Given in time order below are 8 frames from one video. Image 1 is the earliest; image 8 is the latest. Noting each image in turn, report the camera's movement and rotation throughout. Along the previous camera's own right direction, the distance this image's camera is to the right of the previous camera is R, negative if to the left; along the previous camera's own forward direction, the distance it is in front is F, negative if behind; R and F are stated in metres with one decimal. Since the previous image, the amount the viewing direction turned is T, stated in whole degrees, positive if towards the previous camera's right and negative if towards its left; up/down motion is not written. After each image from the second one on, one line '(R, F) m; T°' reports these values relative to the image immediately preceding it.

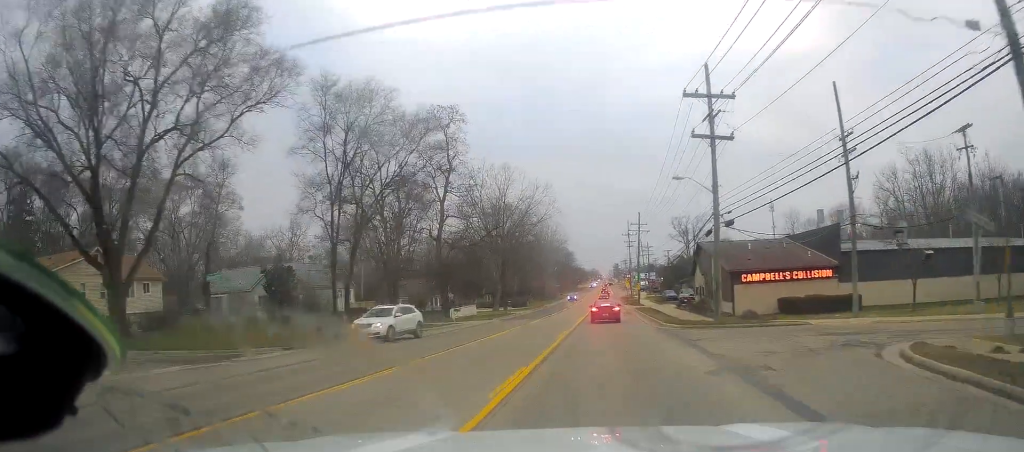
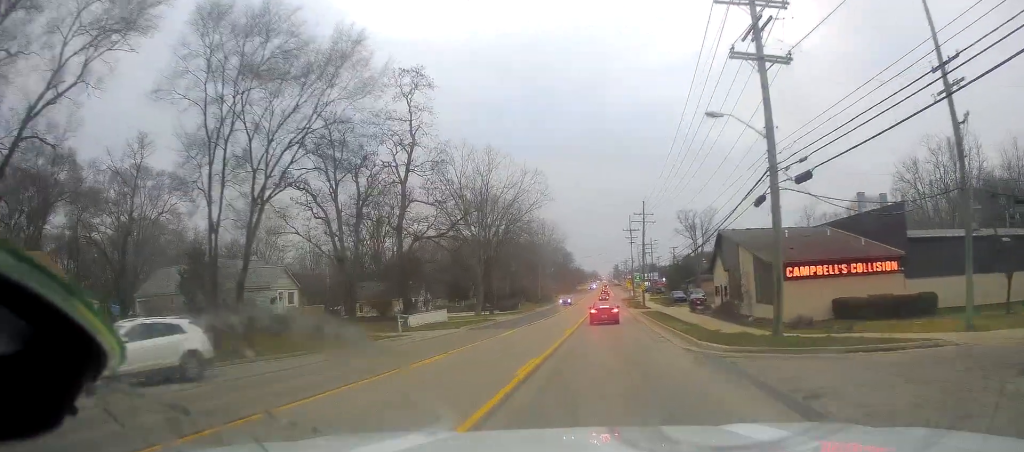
(+0.2, +11.6) m; +1°
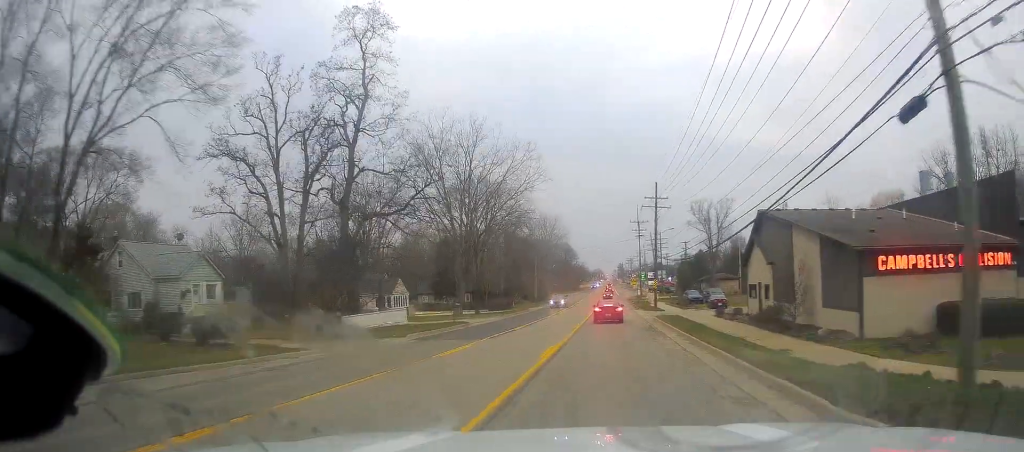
(+0.2, +11.5) m; +1°
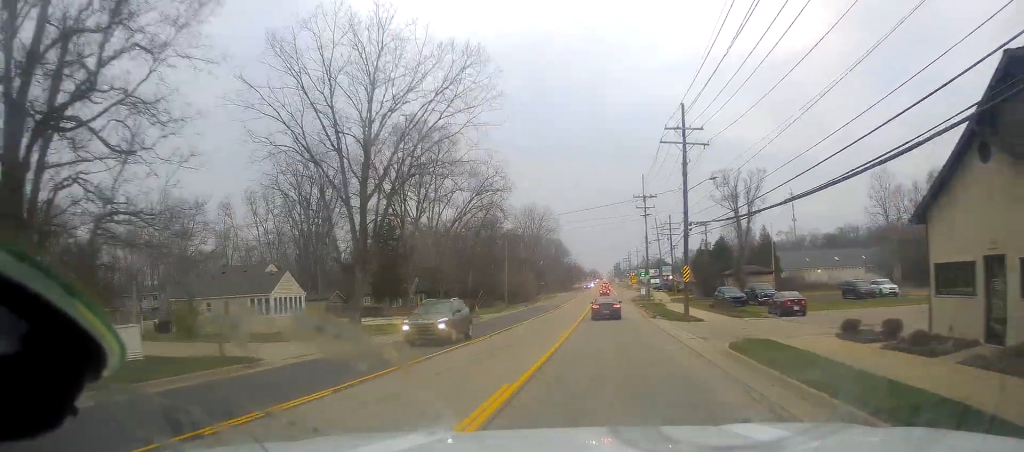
(-0.5, +25.1) m; -3°
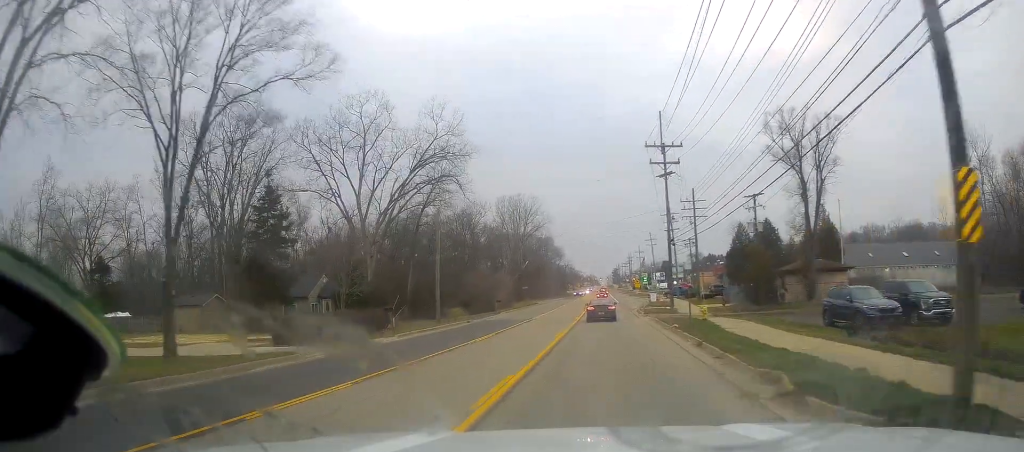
(-0.5, +27.5) m; +1°
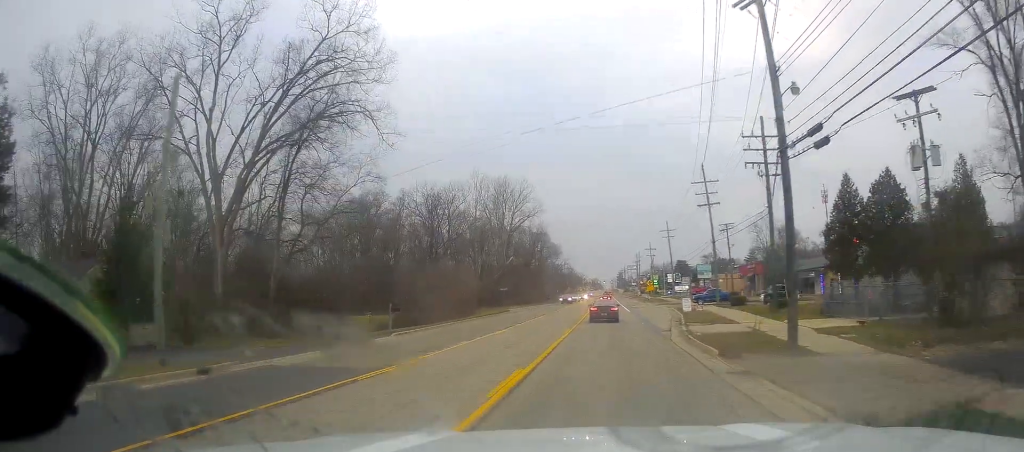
(+0.2, +29.3) m; 0°
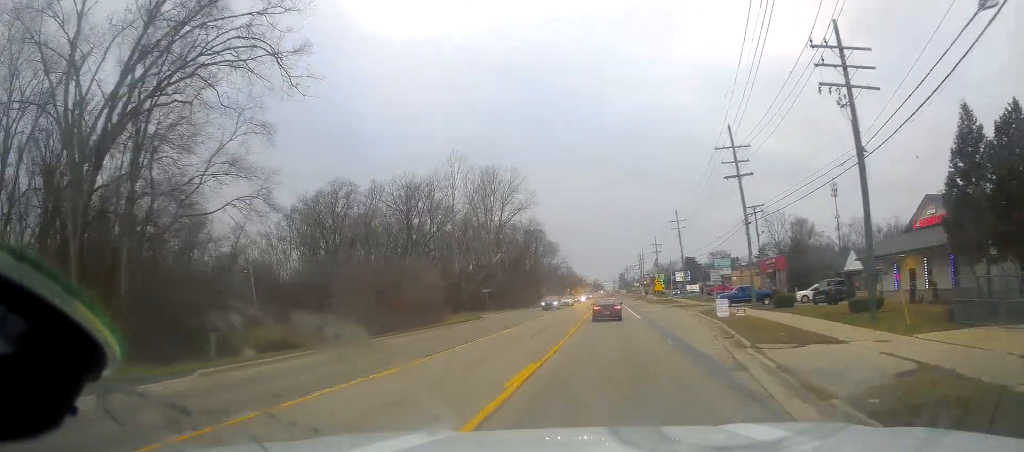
(+0.1, +14.6) m; 0°
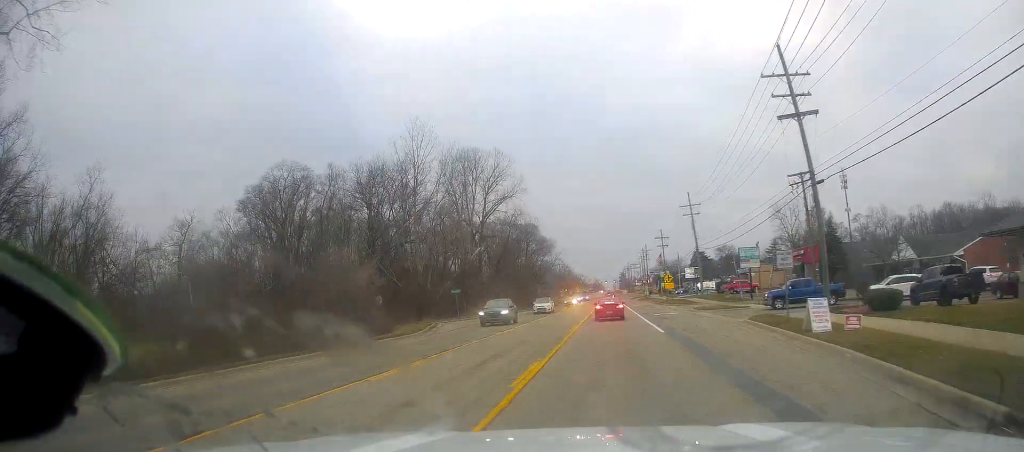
(0.0, +16.0) m; 0°
